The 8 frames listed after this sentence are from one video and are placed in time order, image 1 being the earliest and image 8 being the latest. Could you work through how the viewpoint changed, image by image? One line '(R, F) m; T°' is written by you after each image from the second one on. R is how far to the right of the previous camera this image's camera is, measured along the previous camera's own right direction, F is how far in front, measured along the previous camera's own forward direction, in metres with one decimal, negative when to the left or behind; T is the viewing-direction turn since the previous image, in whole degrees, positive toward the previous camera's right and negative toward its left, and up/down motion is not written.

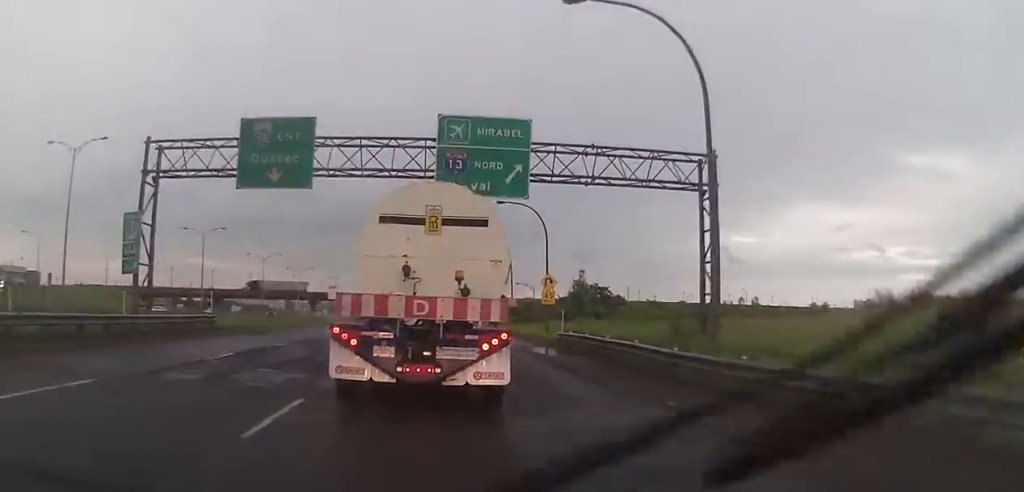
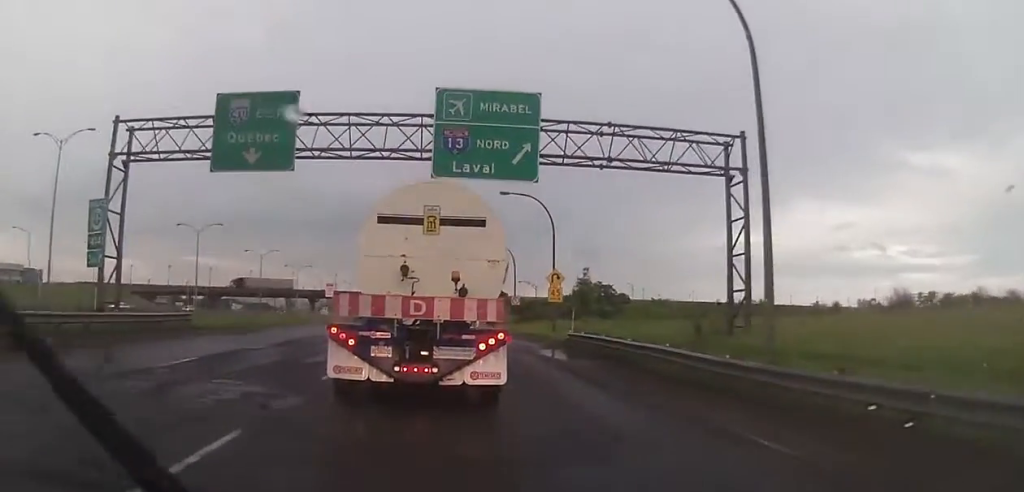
(0.0, +2.8) m; 0°
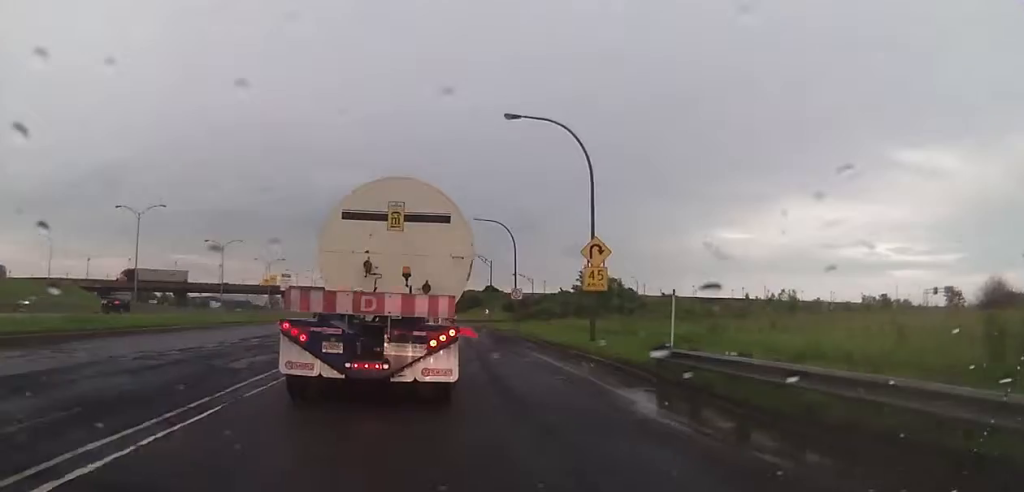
(0.0, +16.0) m; -1°
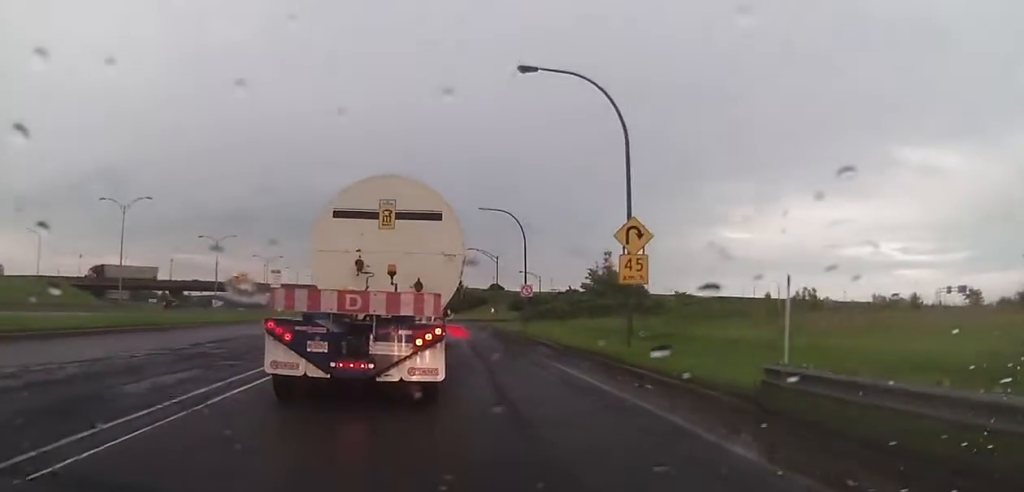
(0.0, +5.3) m; 0°
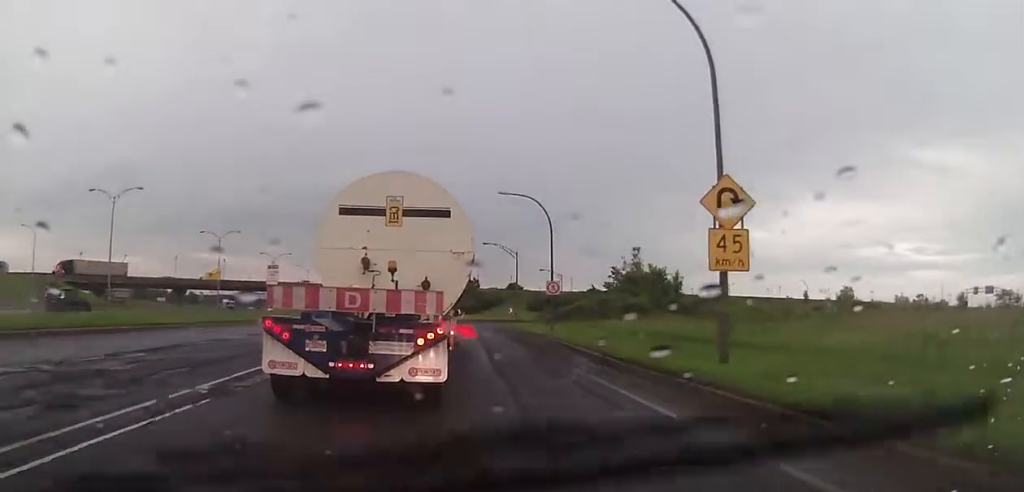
(0.0, +6.6) m; -4°
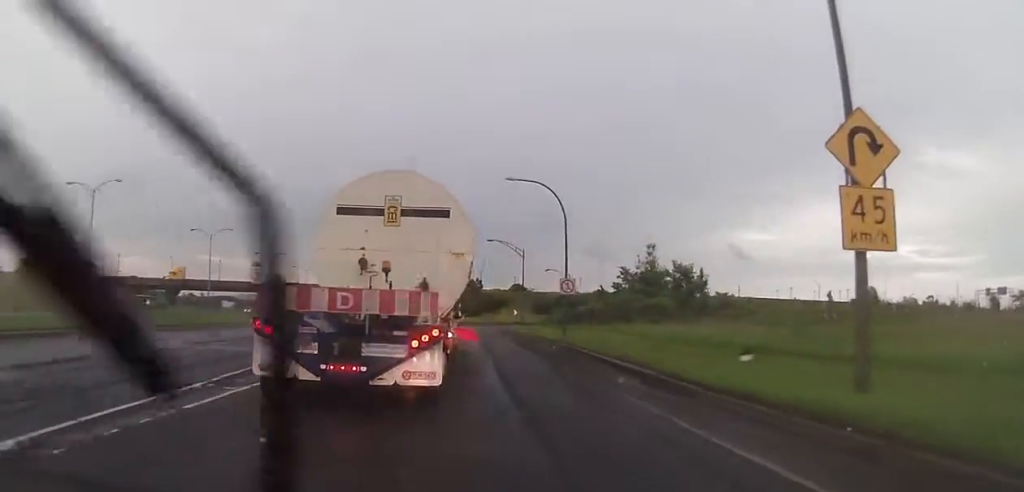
(-0.3, +5.2) m; 0°
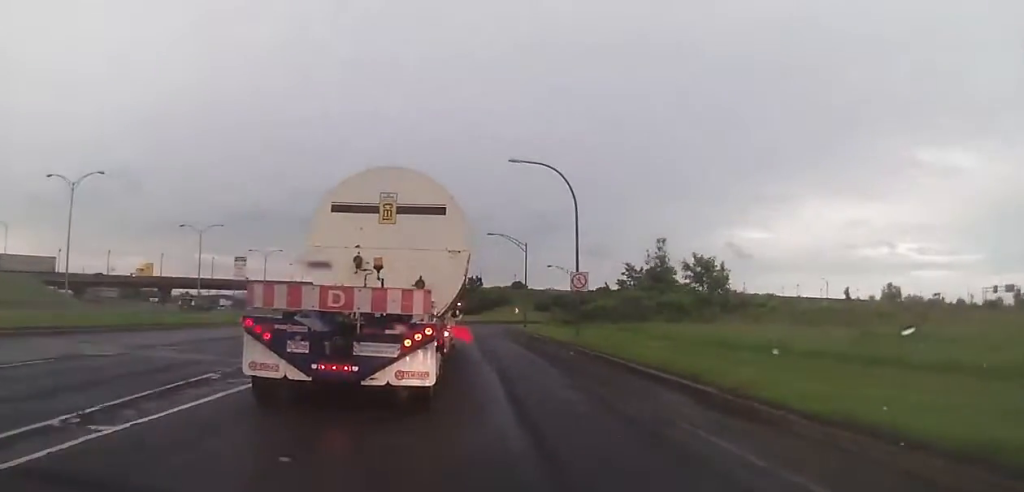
(-0.1, +4.2) m; +1°
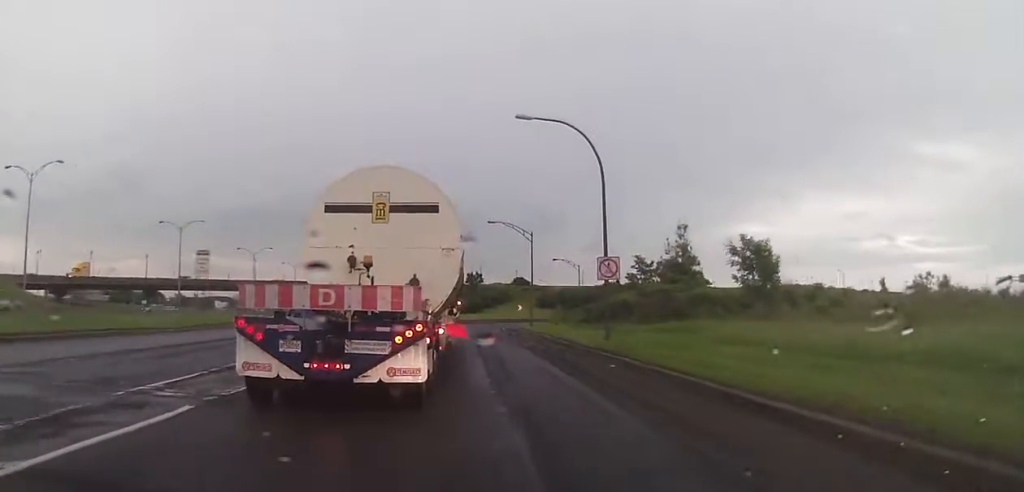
(+0.5, +7.4) m; +4°
